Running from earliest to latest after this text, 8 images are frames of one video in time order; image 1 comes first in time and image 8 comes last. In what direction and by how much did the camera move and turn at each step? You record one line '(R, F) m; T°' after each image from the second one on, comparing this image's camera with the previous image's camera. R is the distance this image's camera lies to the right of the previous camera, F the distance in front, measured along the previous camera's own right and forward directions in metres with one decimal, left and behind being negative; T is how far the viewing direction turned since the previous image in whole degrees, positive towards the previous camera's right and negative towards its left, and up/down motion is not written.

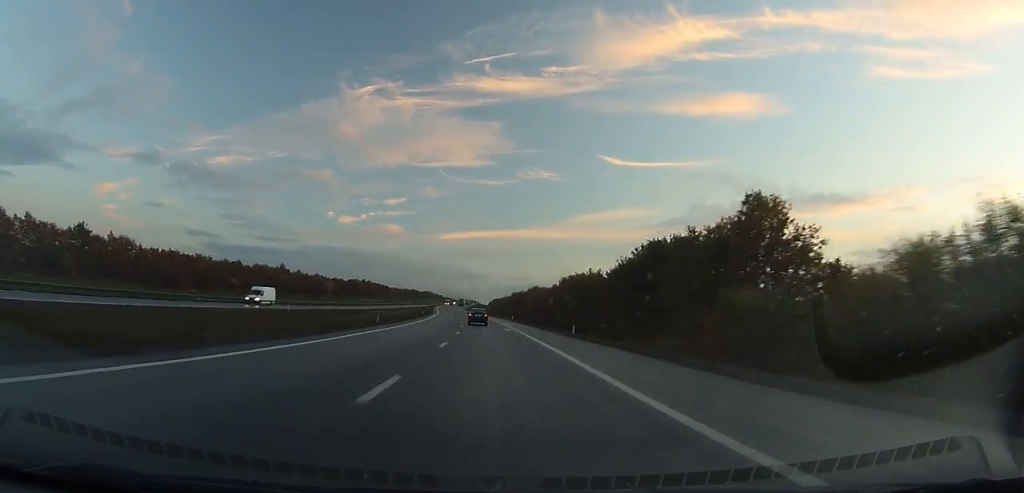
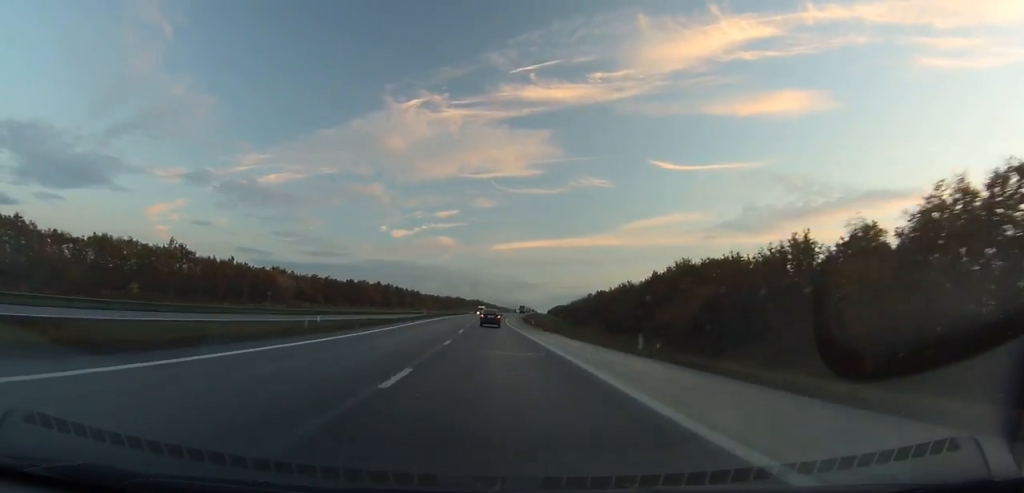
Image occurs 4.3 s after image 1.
(-4.6, +117.7) m; -3°
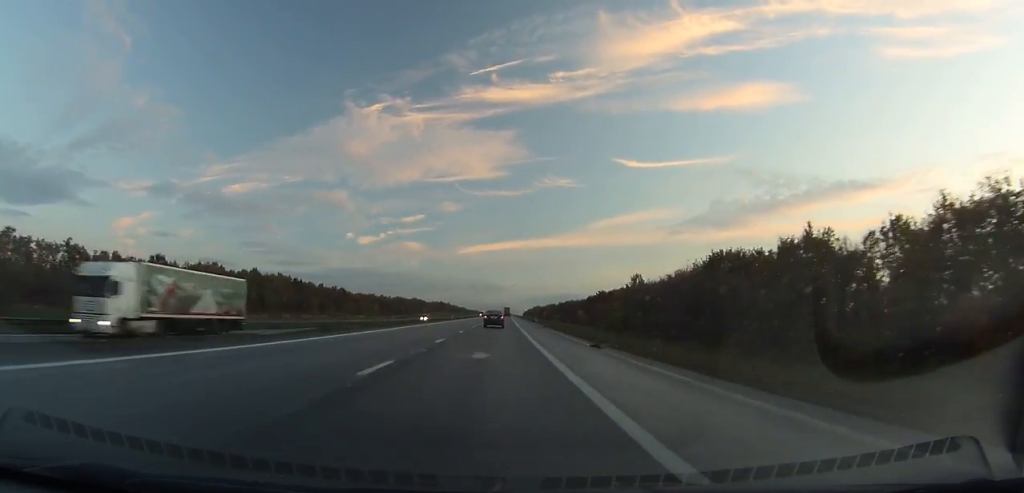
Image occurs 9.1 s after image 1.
(-1.1, +124.5) m; +1°
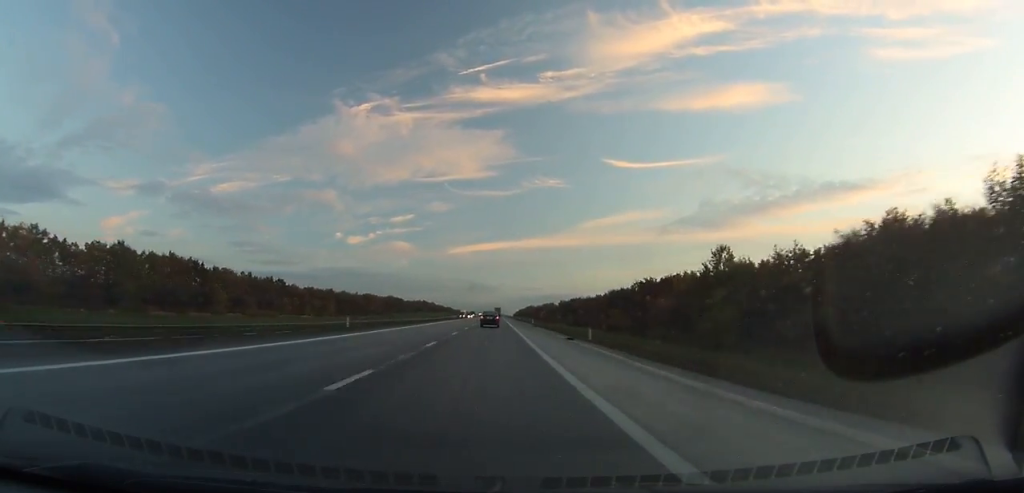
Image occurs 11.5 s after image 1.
(+0.9, +58.2) m; +1°
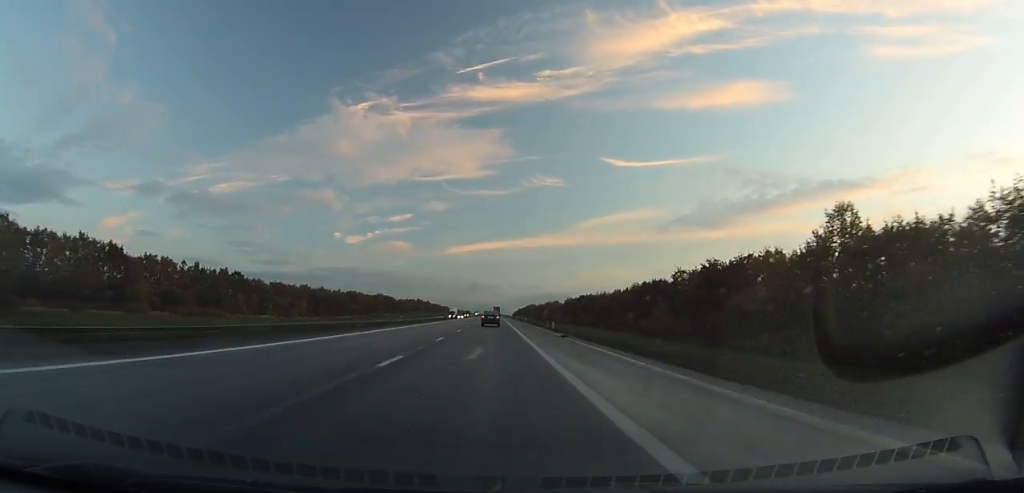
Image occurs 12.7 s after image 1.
(+0.2, +28.2) m; 0°
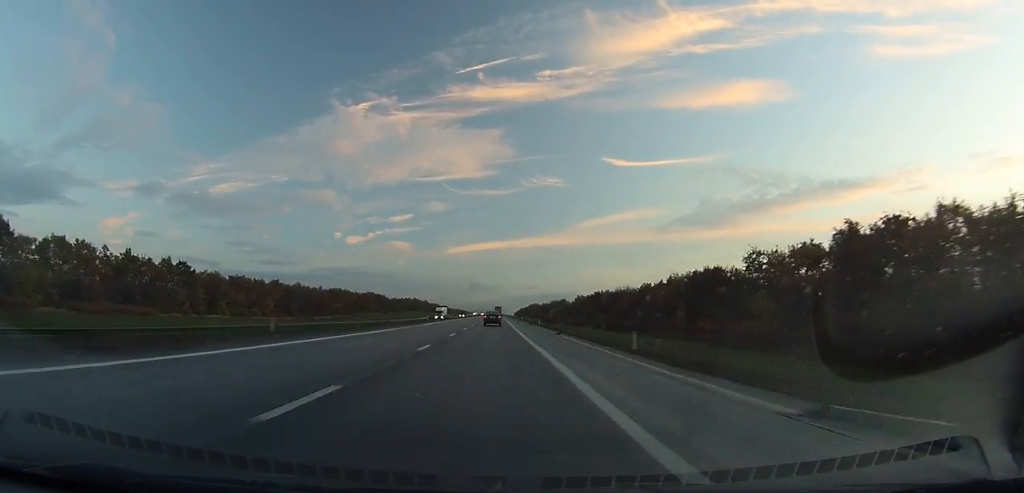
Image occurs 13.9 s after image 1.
(+0.1, +27.9) m; 0°
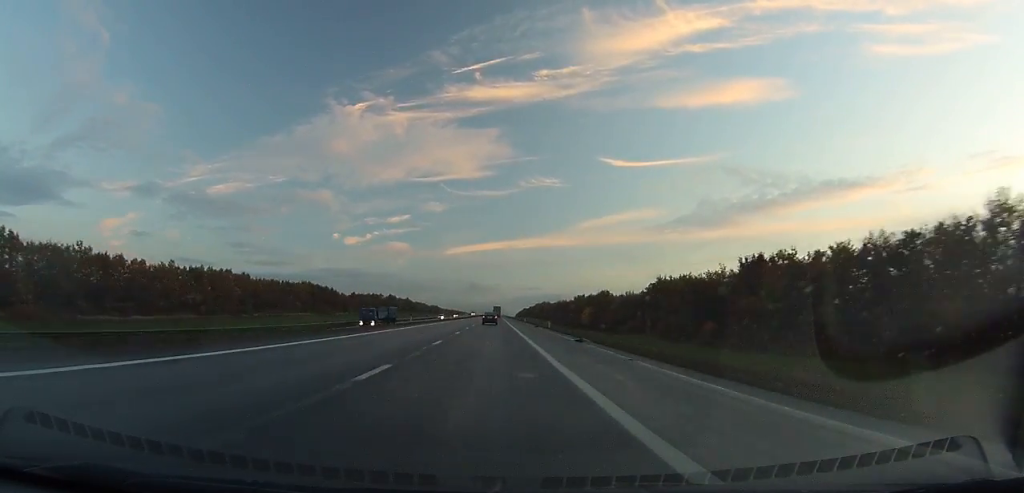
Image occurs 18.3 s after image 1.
(+0.3, +106.4) m; 0°
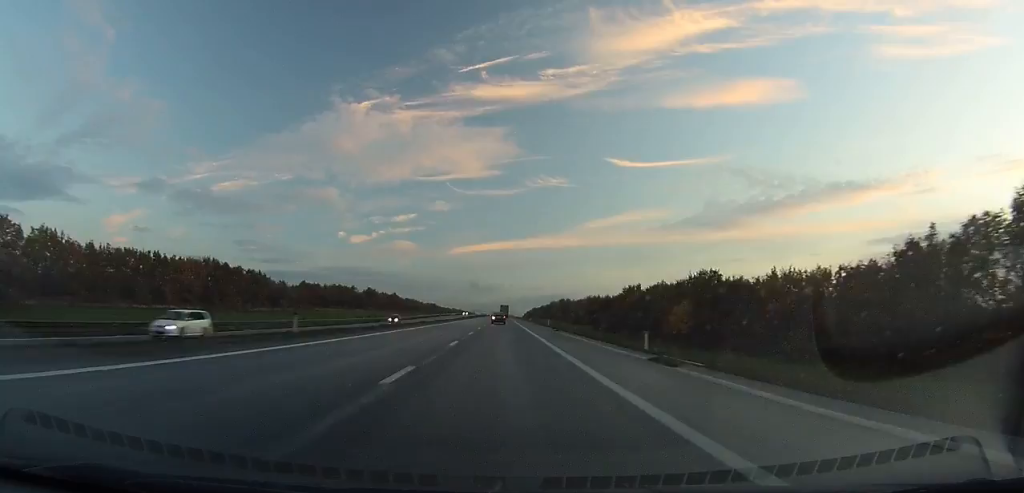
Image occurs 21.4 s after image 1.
(+0.2, +79.7) m; 0°
